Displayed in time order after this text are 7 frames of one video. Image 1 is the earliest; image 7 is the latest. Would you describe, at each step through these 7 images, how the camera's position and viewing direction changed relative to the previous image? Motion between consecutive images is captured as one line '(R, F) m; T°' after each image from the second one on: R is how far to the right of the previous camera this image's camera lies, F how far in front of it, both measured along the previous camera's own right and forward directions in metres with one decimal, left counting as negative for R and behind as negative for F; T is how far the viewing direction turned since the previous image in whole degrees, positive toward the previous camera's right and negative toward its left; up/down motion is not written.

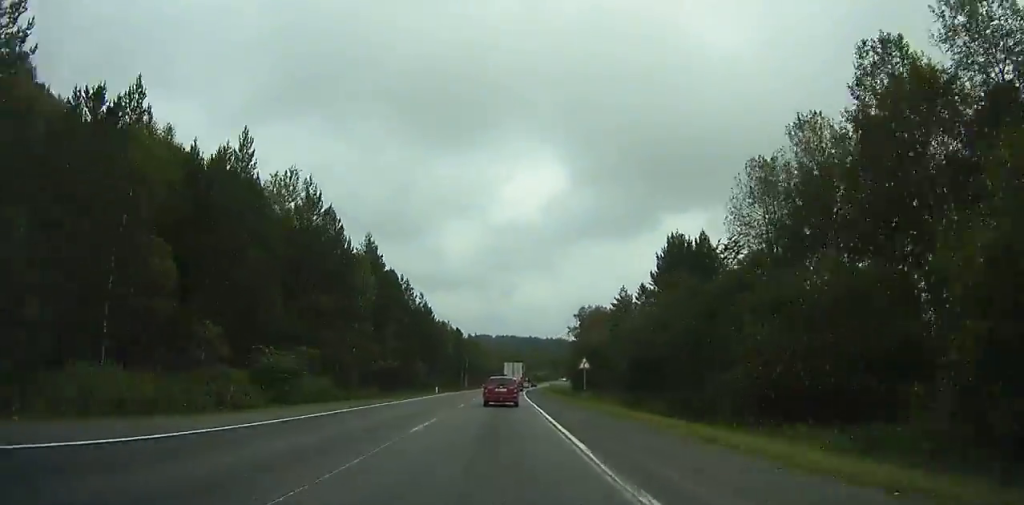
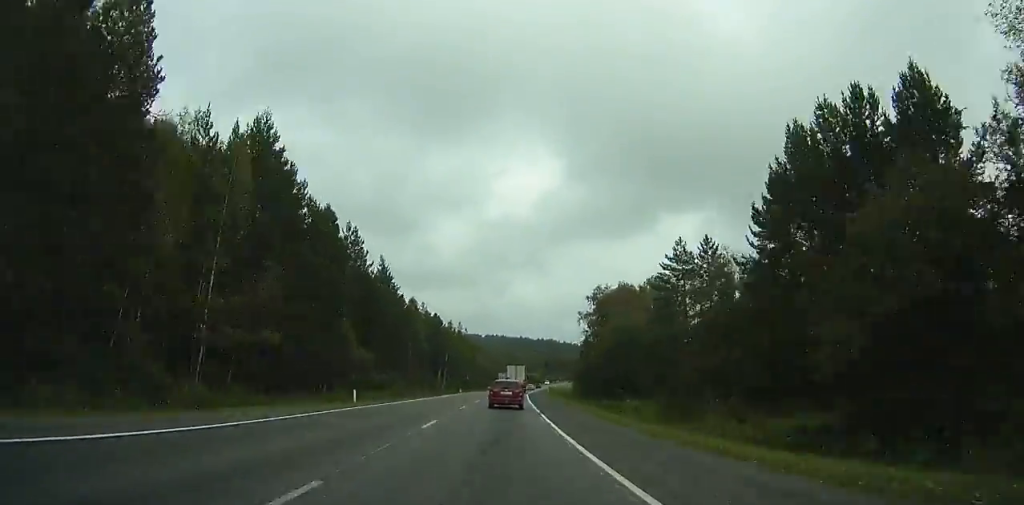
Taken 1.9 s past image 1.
(0.0, +33.1) m; +1°
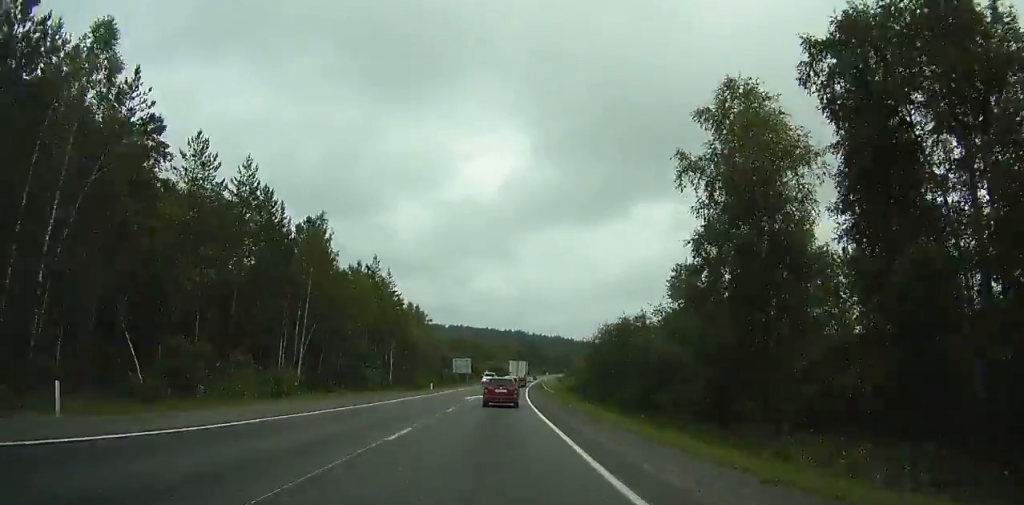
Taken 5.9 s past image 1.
(+1.8, +70.4) m; +4°
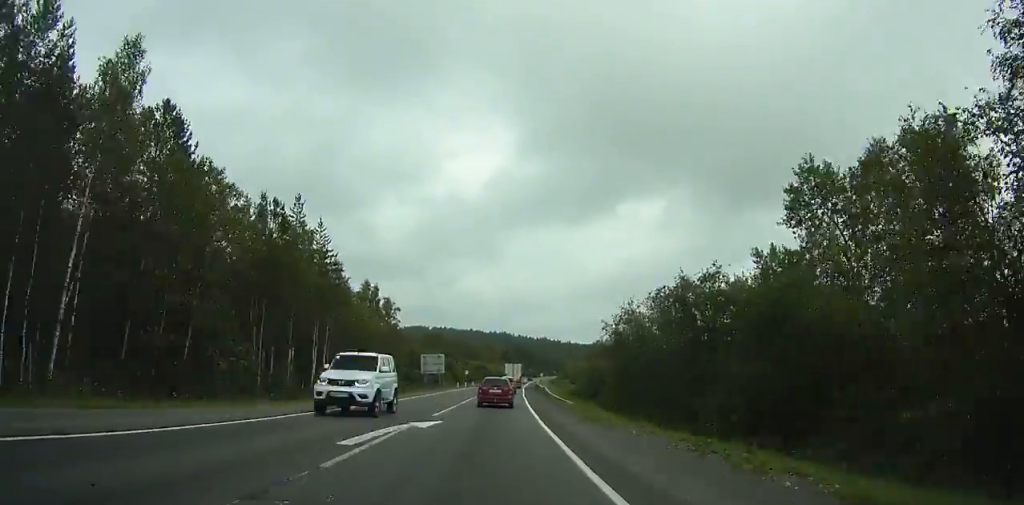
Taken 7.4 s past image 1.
(+0.3, +26.5) m; +2°
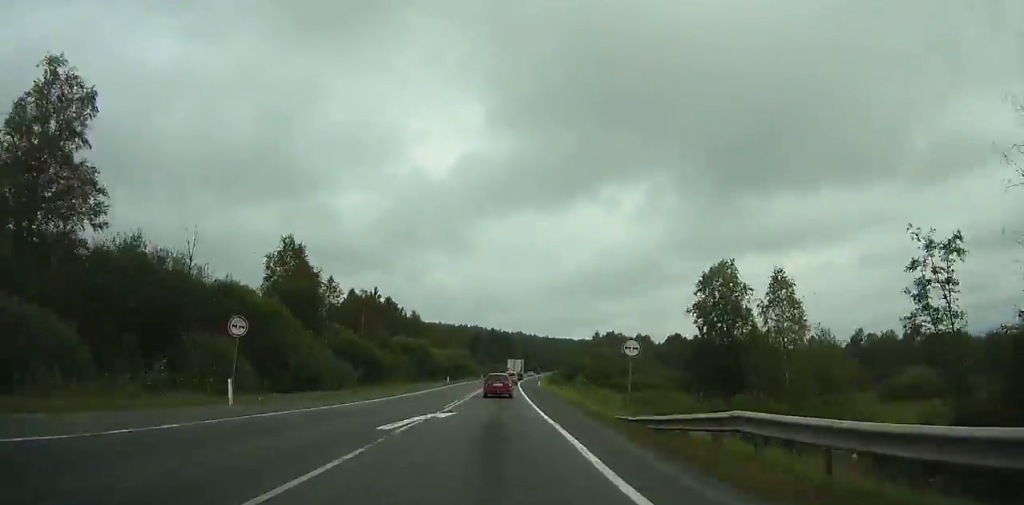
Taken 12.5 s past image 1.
(+2.8, +90.3) m; +3°
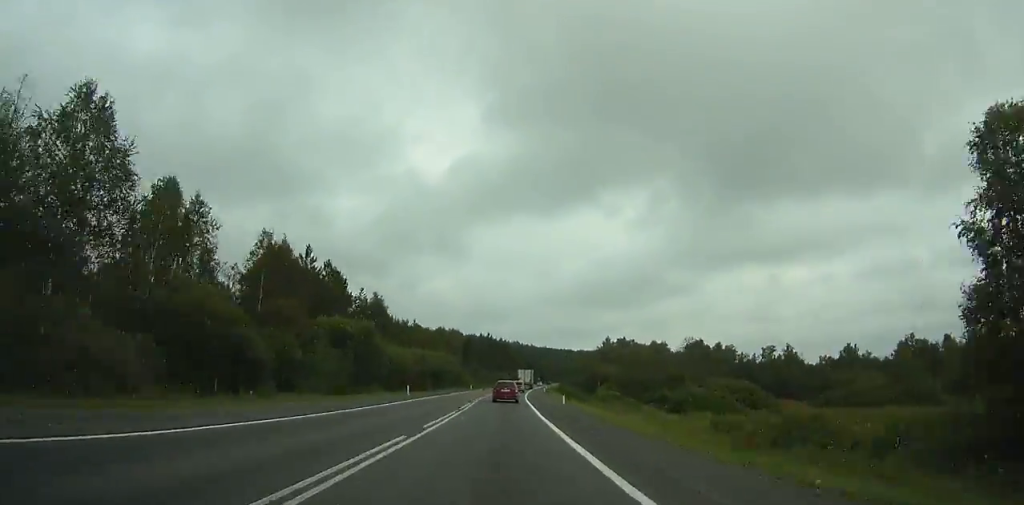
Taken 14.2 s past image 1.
(+0.3, +30.9) m; +1°
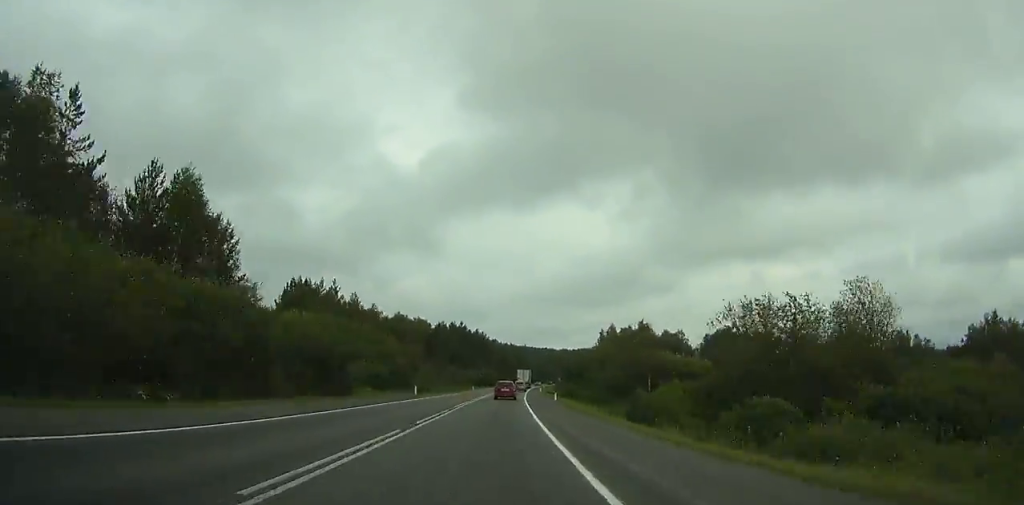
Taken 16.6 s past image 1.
(+0.4, +44.7) m; +2°
